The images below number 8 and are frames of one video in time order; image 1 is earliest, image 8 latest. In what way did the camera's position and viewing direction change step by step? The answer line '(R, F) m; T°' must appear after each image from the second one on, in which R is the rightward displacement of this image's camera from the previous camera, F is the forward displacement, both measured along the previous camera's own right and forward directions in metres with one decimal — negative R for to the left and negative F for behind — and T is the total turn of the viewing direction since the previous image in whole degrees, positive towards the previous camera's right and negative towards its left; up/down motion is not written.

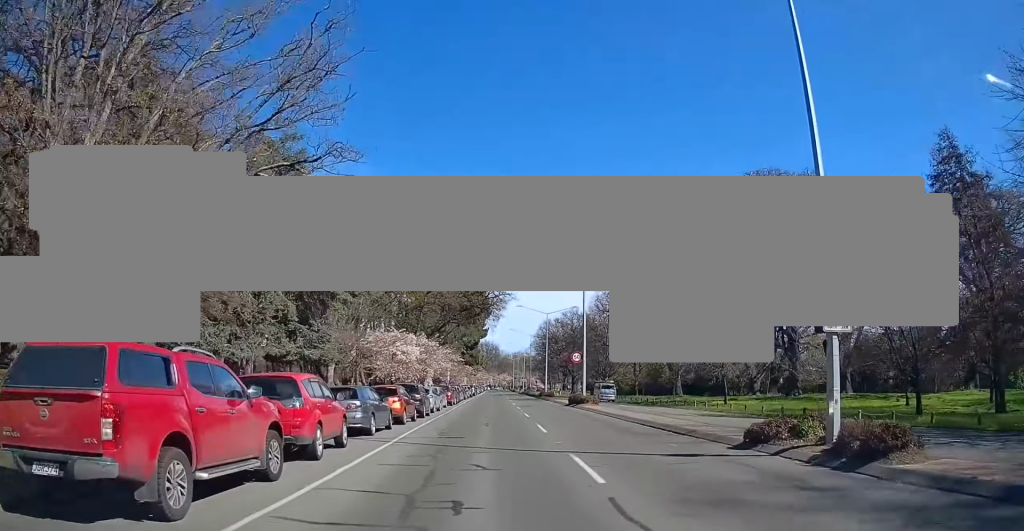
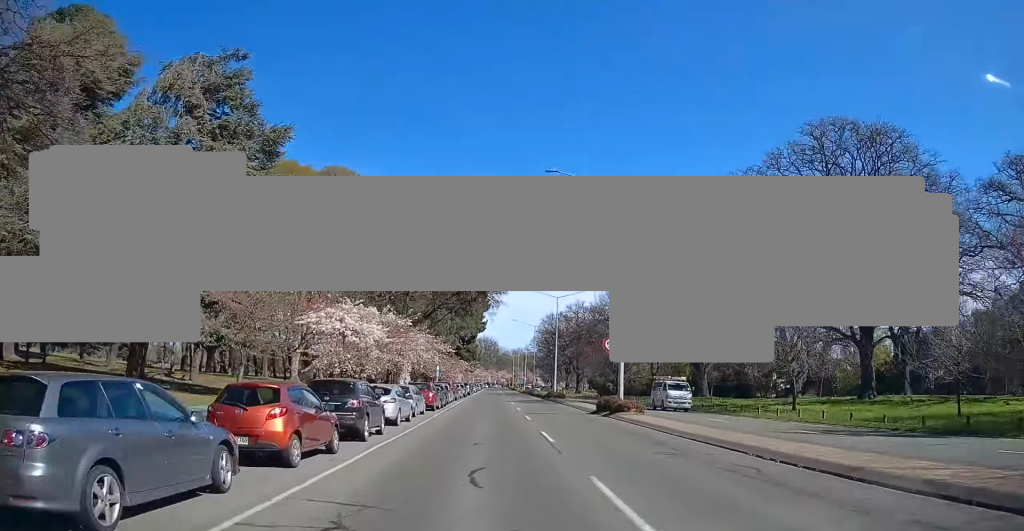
(-0.3, +13.4) m; 0°
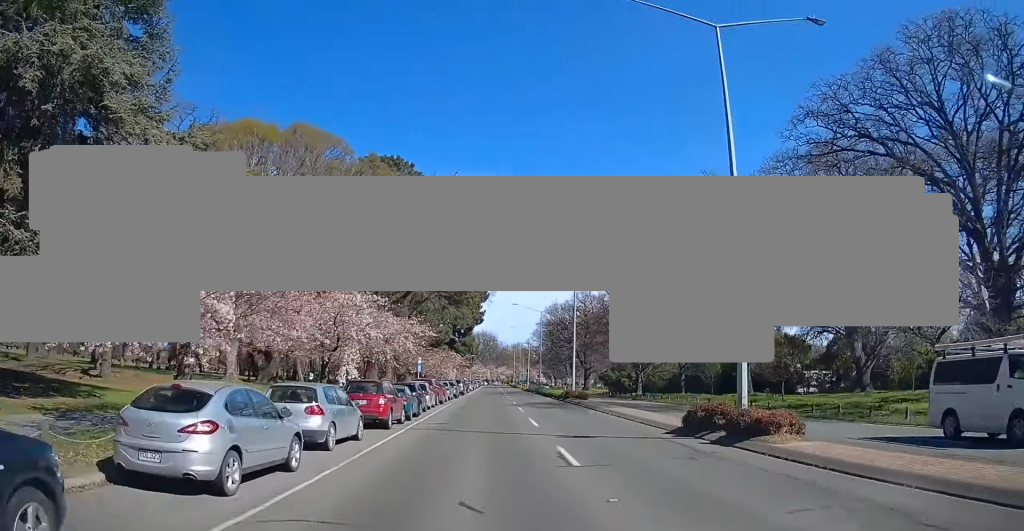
(+0.3, +15.3) m; +2°
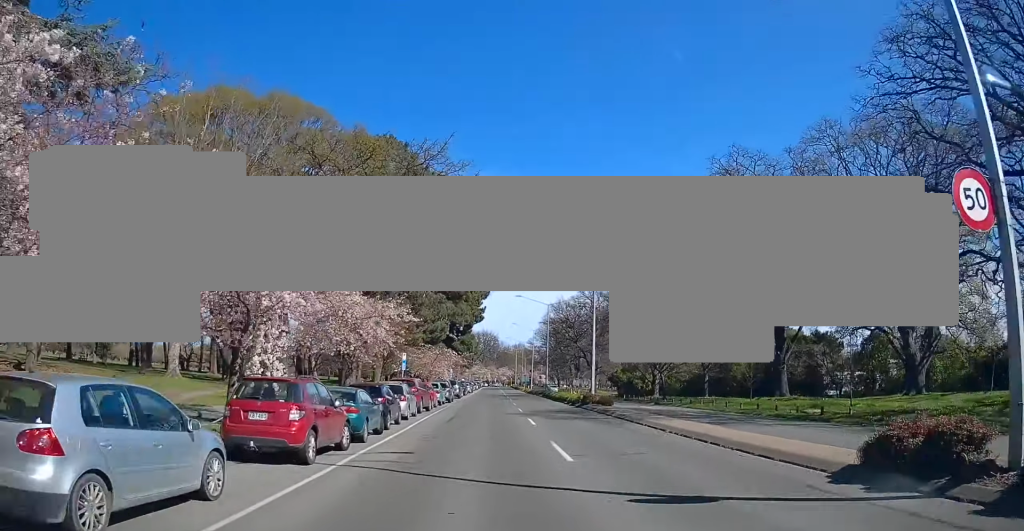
(0.0, +9.2) m; +1°
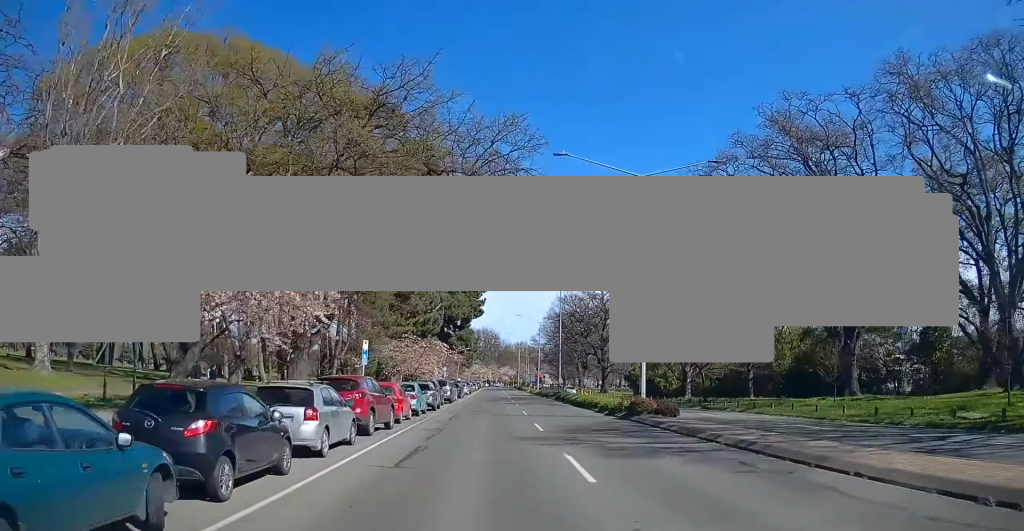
(+0.2, +13.1) m; +1°
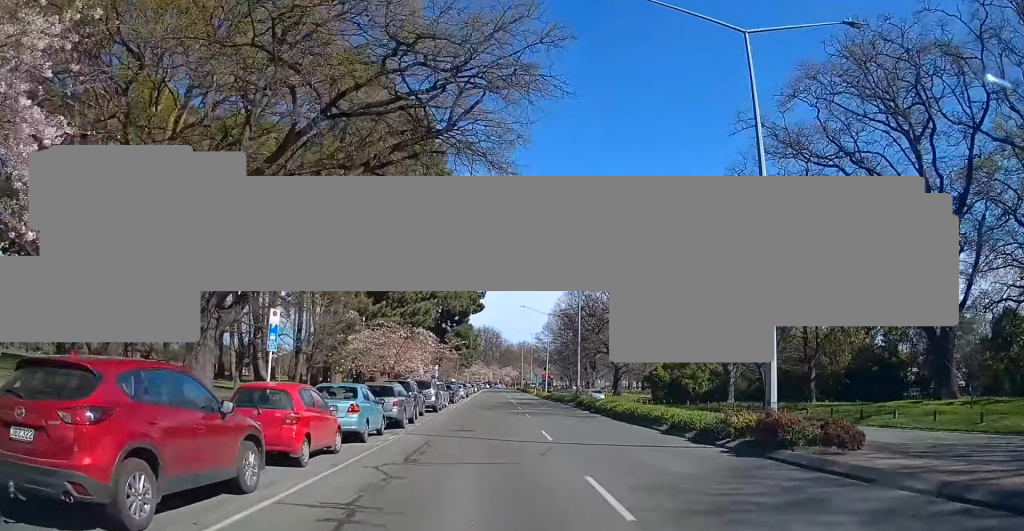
(0.0, +12.5) m; -1°
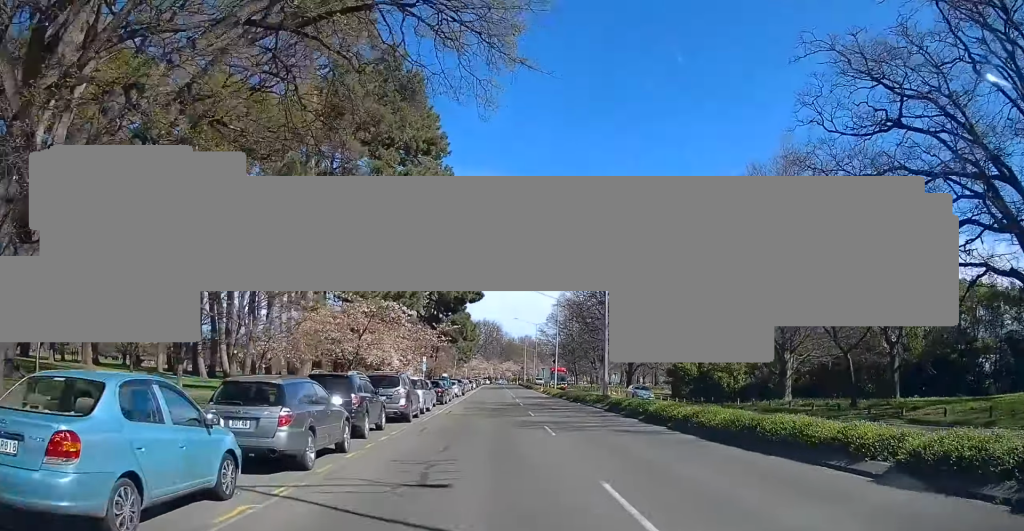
(-0.2, +11.3) m; -1°
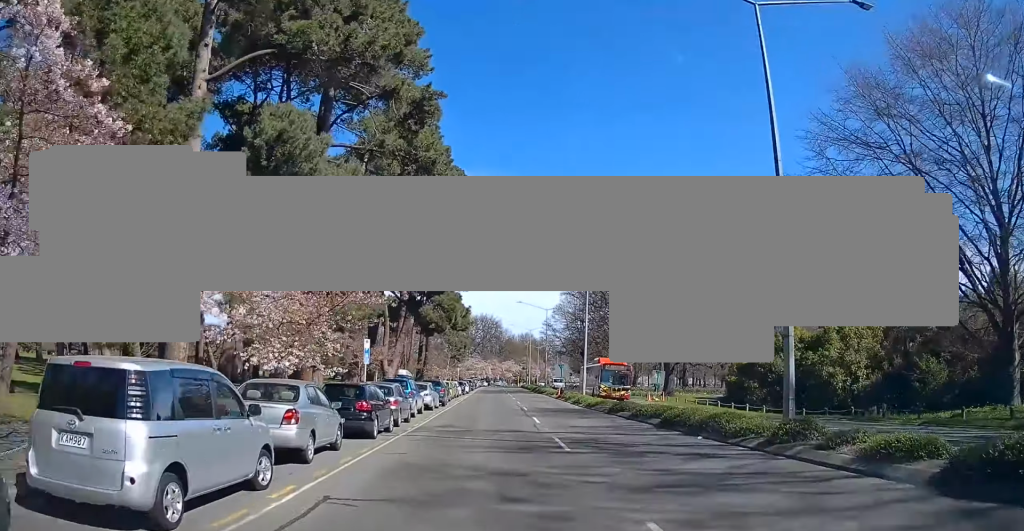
(+0.5, +22.8) m; +1°
